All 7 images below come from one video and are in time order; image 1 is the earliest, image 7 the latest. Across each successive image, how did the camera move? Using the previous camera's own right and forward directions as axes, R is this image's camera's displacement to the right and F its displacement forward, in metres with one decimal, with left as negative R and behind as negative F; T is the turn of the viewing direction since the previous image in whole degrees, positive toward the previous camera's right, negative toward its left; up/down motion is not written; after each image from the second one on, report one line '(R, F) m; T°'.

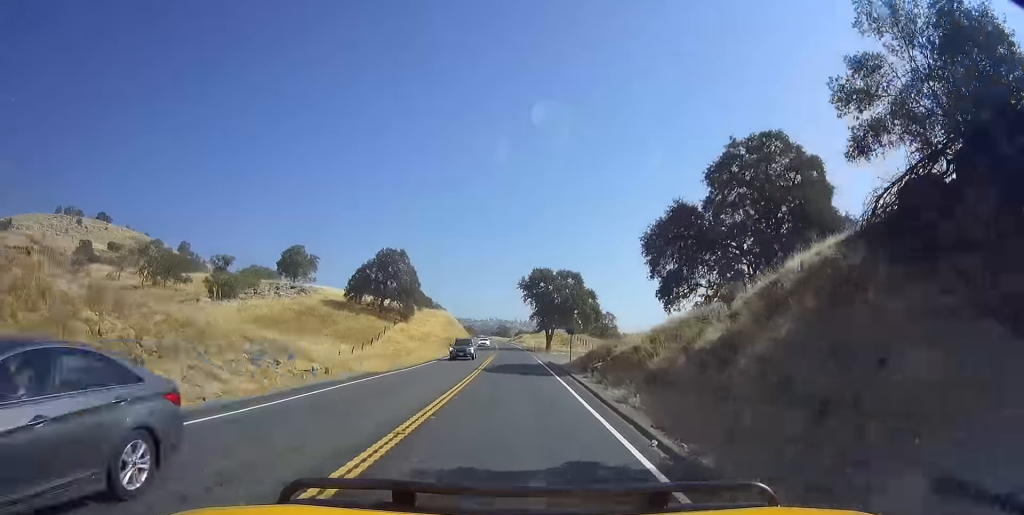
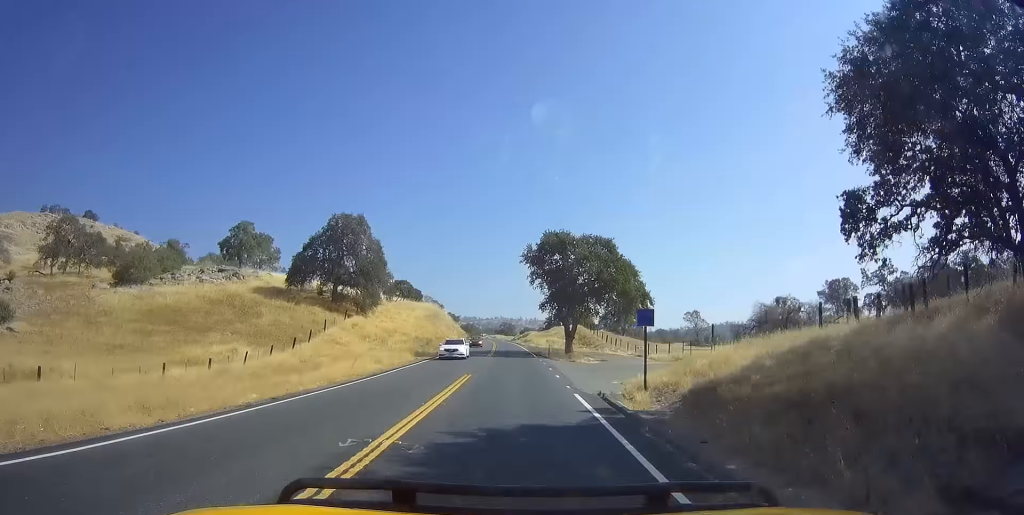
(-0.4, +24.8) m; -1°
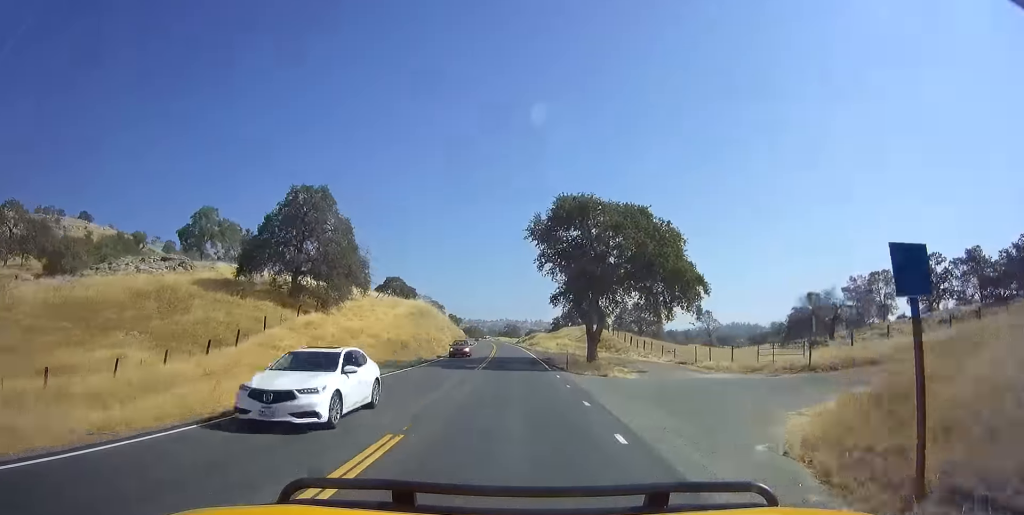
(+0.1, +13.2) m; -1°
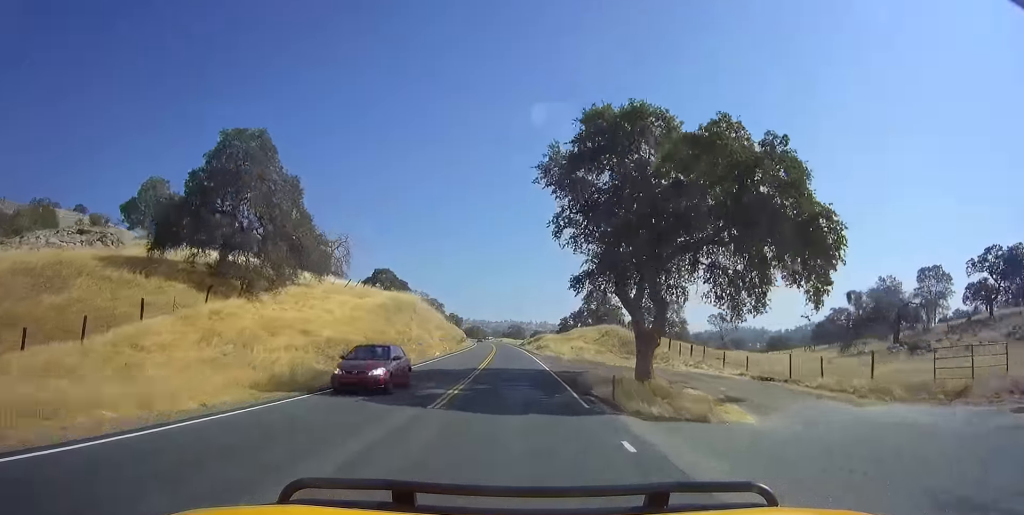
(-0.2, +14.1) m; -1°
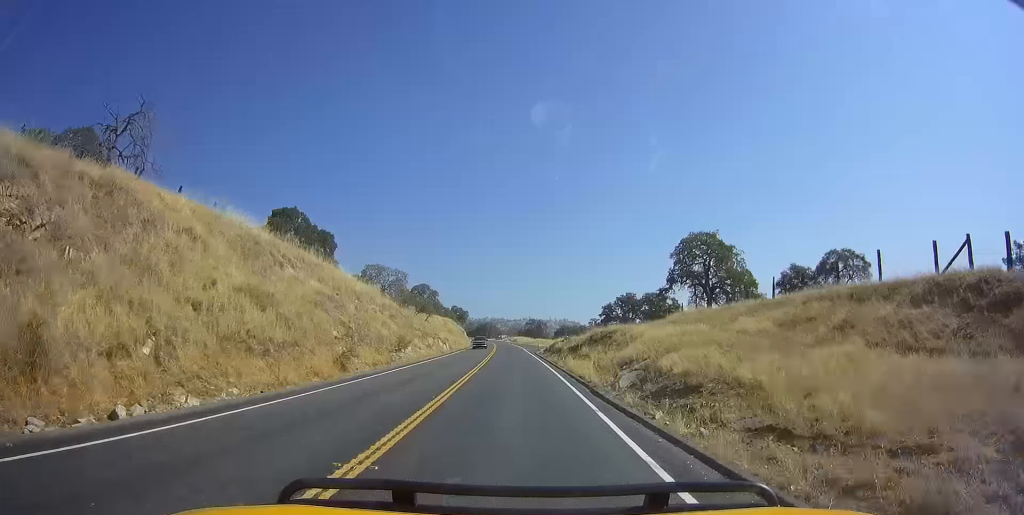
(-0.3, +52.8) m; -1°
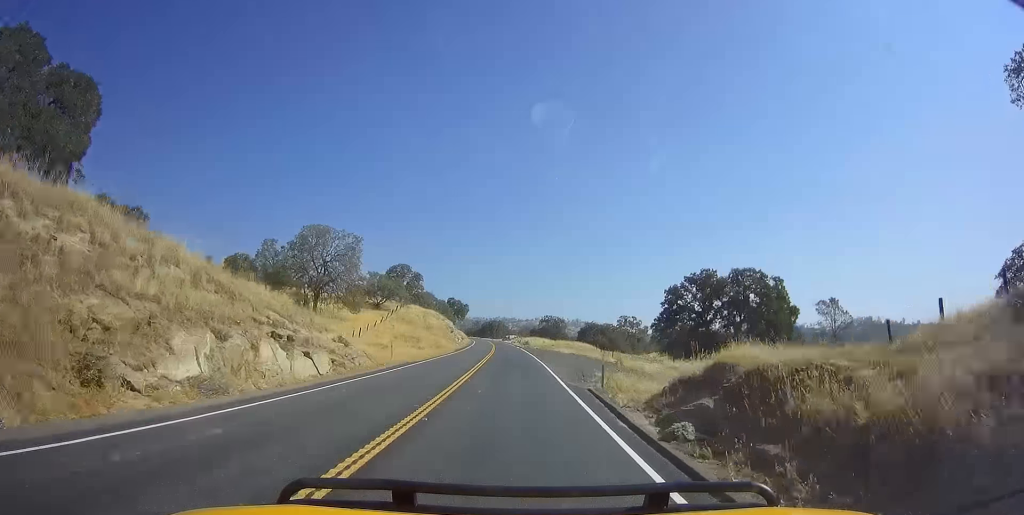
(-0.8, +40.2) m; -1°
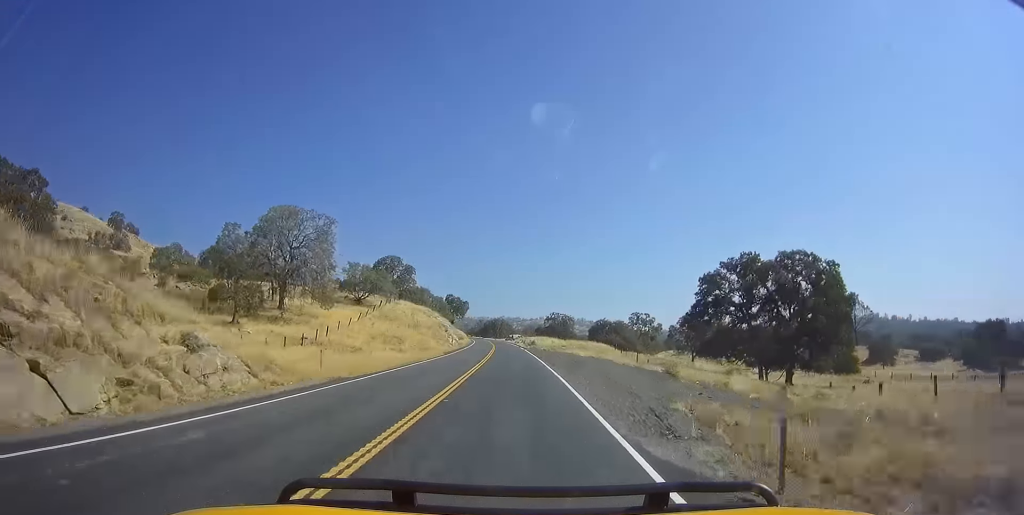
(0.0, +12.2) m; 0°
